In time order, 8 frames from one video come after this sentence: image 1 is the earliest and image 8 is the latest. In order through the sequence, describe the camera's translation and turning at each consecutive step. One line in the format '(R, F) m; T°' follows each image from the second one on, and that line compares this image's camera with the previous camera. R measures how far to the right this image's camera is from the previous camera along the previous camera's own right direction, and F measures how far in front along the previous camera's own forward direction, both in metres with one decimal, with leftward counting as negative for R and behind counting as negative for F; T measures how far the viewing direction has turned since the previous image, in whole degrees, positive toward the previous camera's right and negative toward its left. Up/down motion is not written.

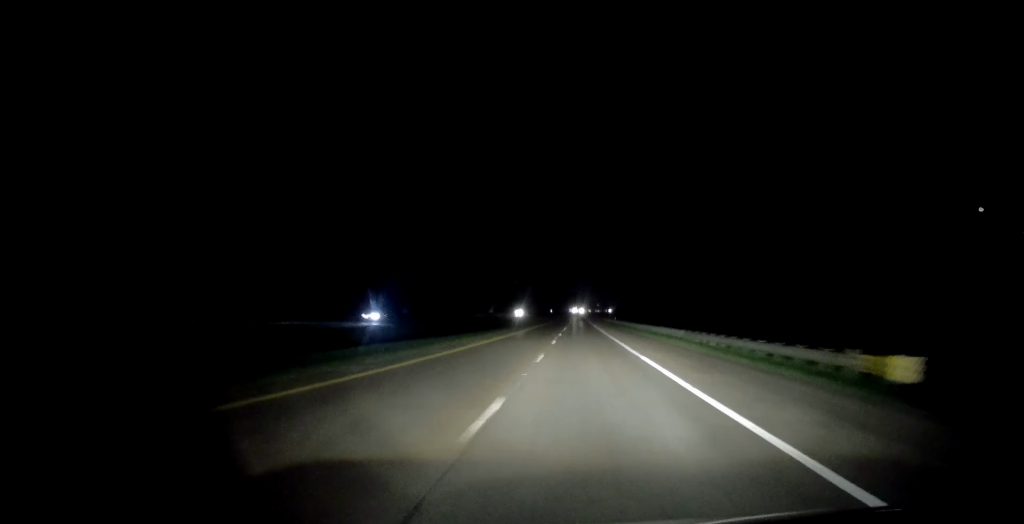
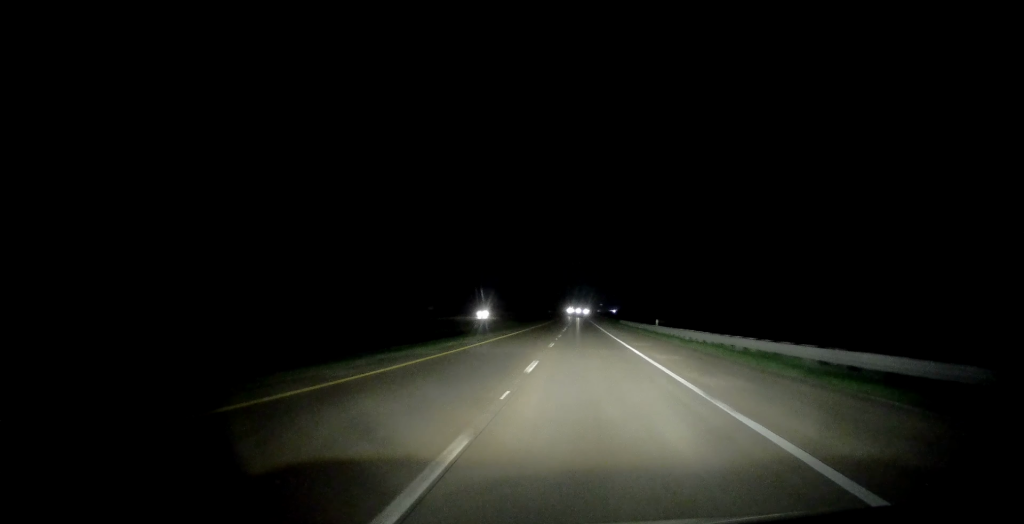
(-0.3, +52.2) m; 0°
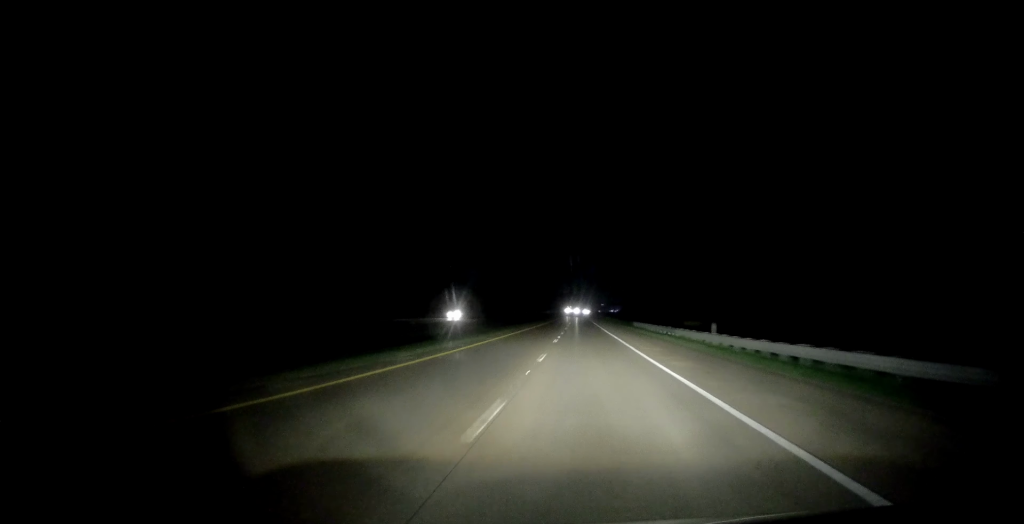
(+0.2, +20.3) m; +1°
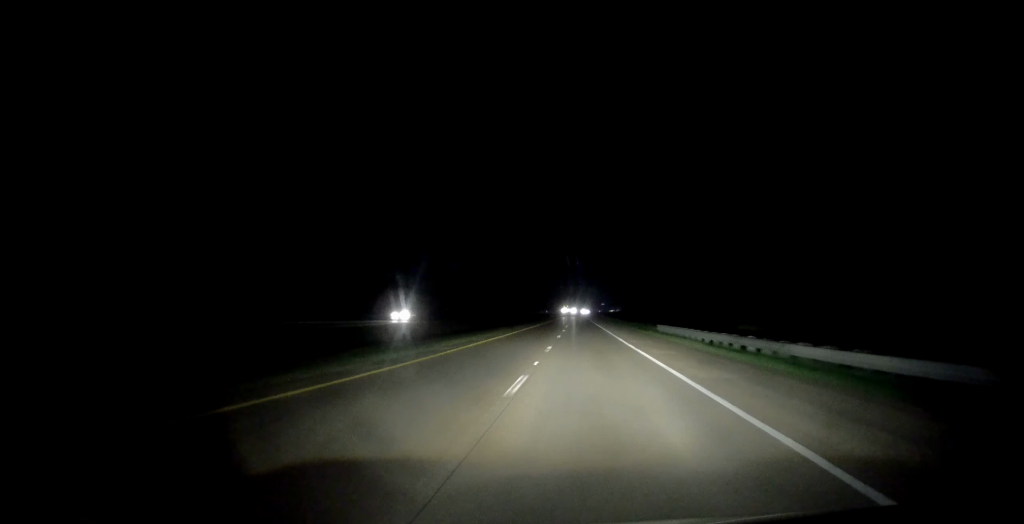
(+0.1, +20.4) m; 0°
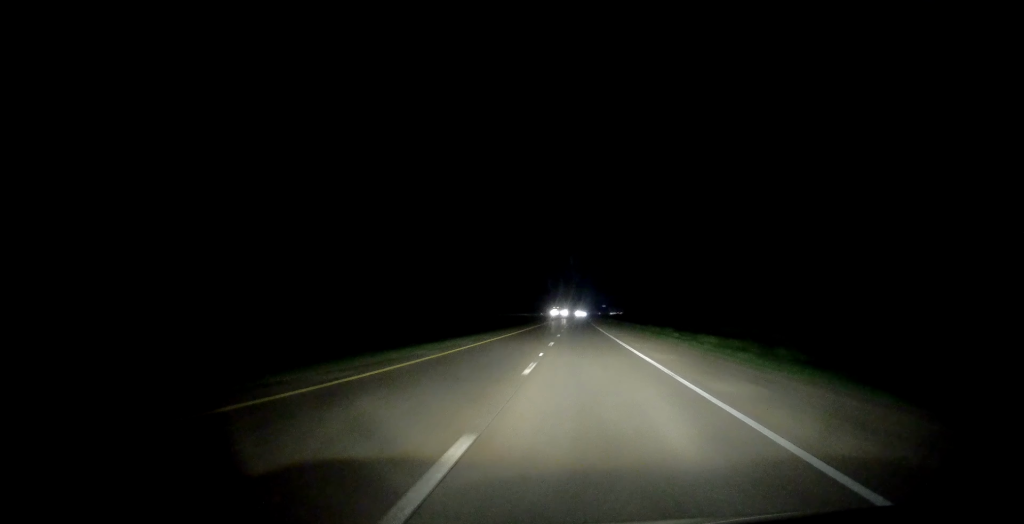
(-0.4, +44.2) m; -1°
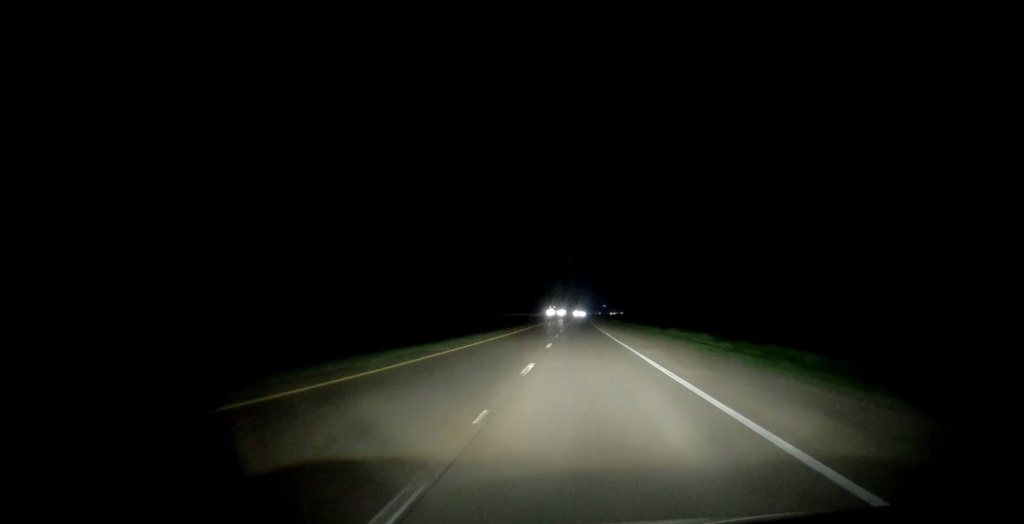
(-0.2, +13.6) m; 0°
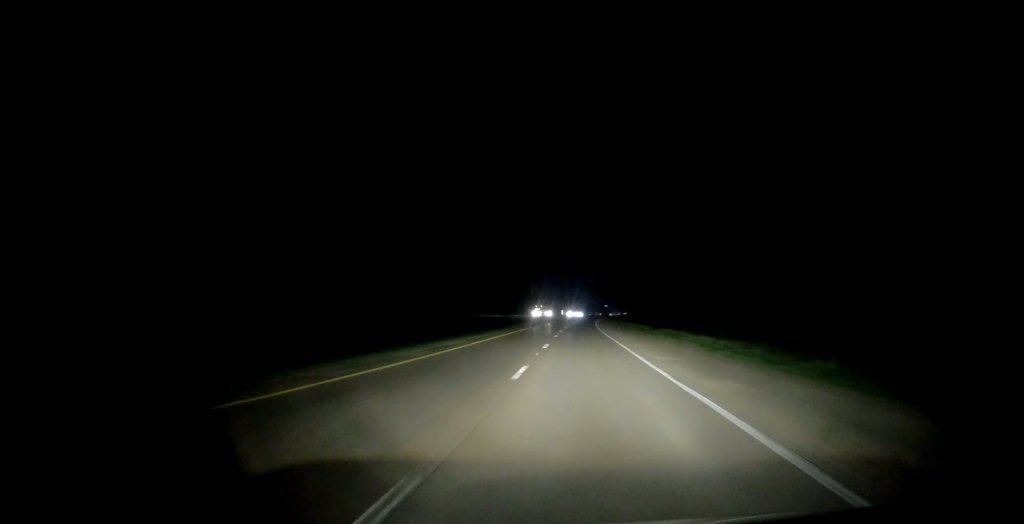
(+0.5, +35.8) m; +1°
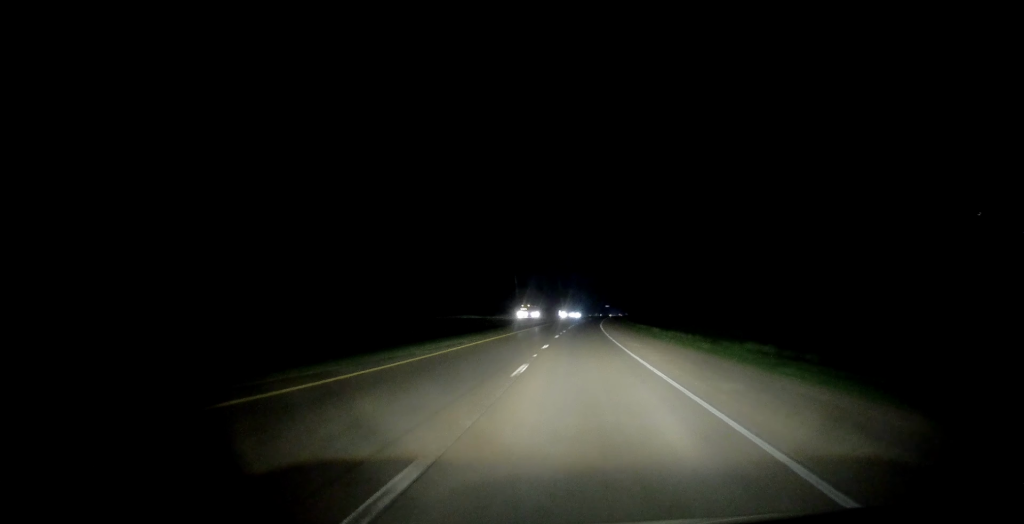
(0.0, +23.3) m; 0°
